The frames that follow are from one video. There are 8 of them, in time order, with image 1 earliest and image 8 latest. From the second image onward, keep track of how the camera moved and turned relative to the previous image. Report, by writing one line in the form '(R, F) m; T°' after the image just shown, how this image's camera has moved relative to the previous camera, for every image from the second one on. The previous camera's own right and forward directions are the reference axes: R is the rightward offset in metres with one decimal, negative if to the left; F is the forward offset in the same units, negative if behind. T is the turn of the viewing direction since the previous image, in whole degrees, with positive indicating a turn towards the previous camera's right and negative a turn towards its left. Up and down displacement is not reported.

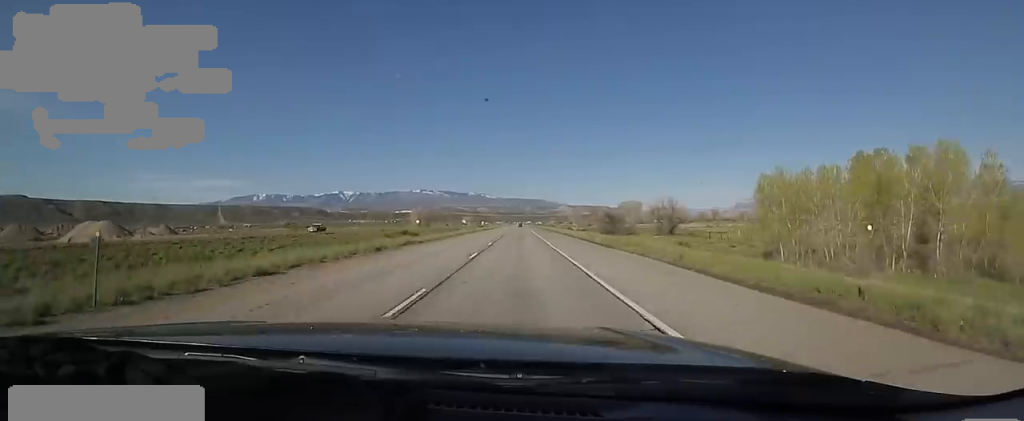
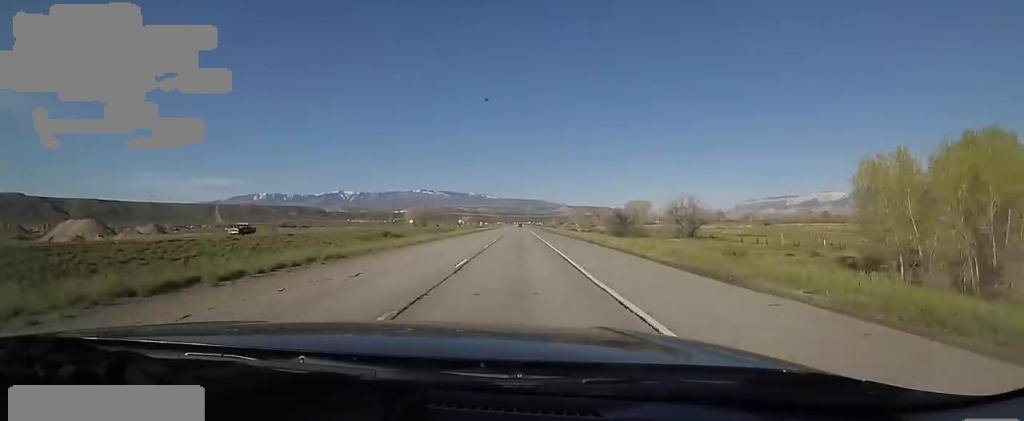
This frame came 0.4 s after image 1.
(+0.2, +15.1) m; +1°
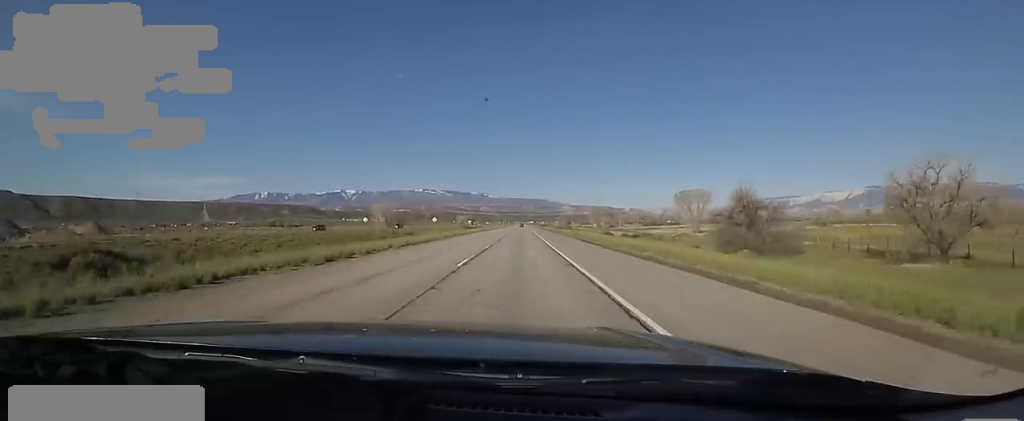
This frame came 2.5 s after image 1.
(-2.4, +70.5) m; -2°
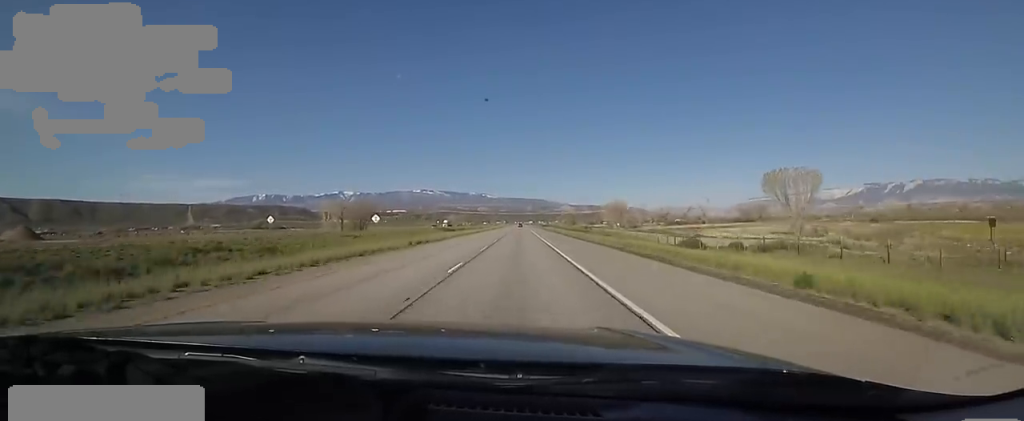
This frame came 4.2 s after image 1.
(+2.2, +61.1) m; 0°
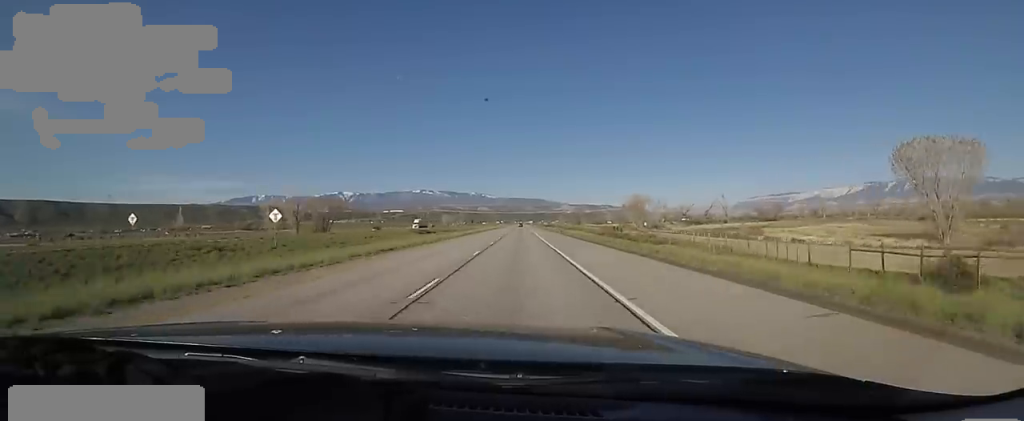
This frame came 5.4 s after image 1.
(-1.2, +39.2) m; 0°
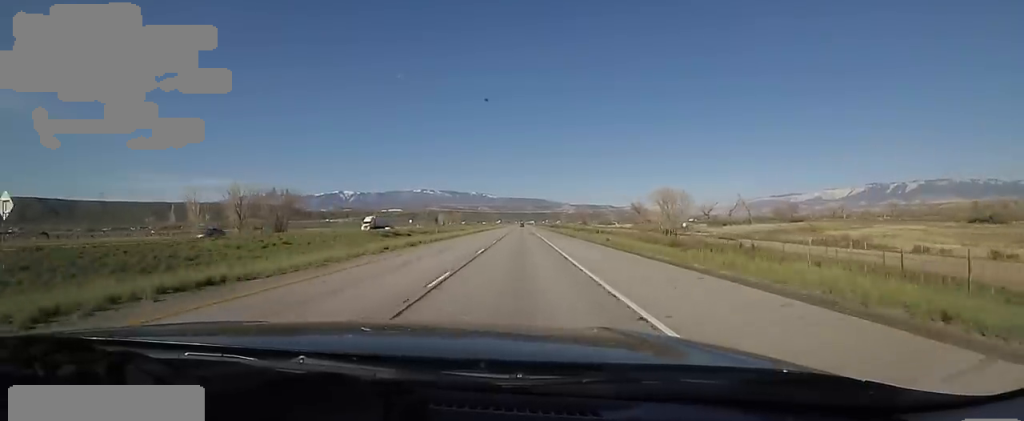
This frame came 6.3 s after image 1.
(+1.0, +33.4) m; +2°
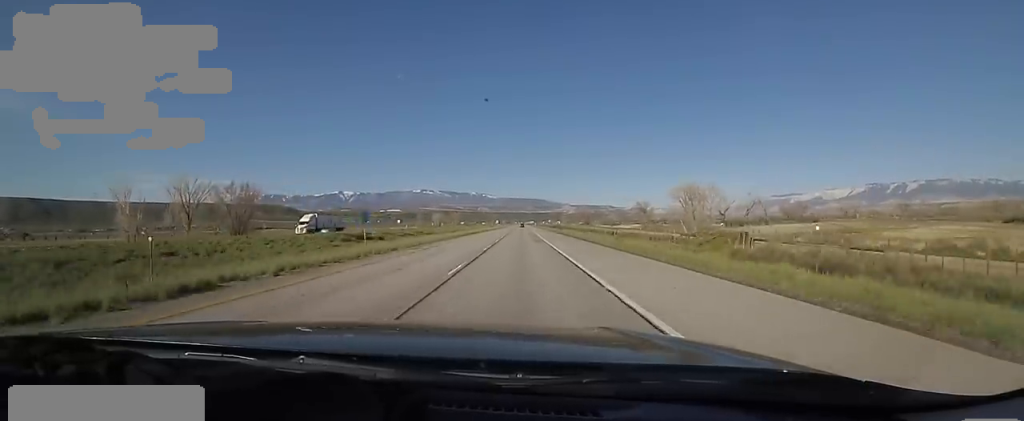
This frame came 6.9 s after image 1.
(+0.1, +20.8) m; -1°
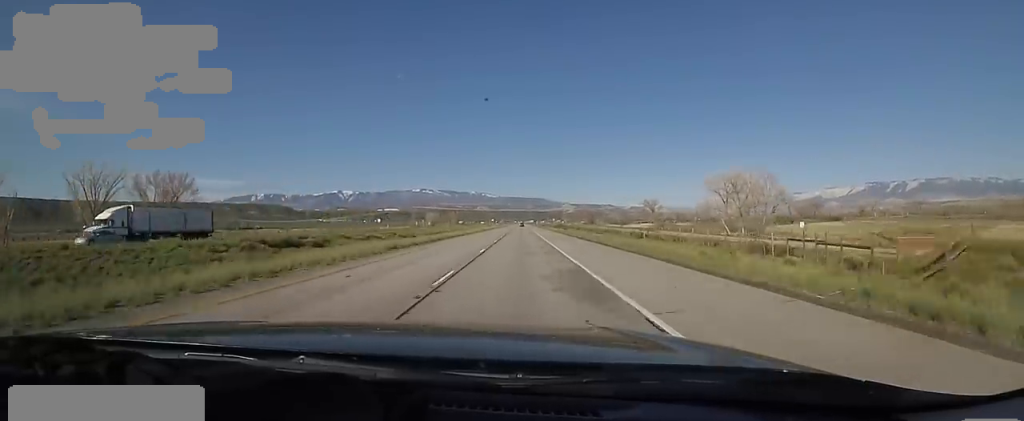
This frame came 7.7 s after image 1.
(-0.2, +26.5) m; -1°
